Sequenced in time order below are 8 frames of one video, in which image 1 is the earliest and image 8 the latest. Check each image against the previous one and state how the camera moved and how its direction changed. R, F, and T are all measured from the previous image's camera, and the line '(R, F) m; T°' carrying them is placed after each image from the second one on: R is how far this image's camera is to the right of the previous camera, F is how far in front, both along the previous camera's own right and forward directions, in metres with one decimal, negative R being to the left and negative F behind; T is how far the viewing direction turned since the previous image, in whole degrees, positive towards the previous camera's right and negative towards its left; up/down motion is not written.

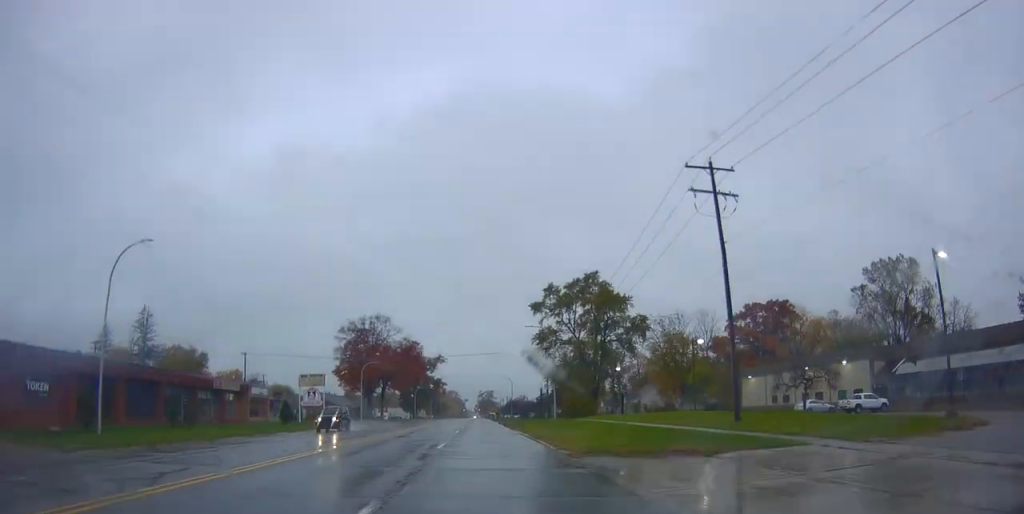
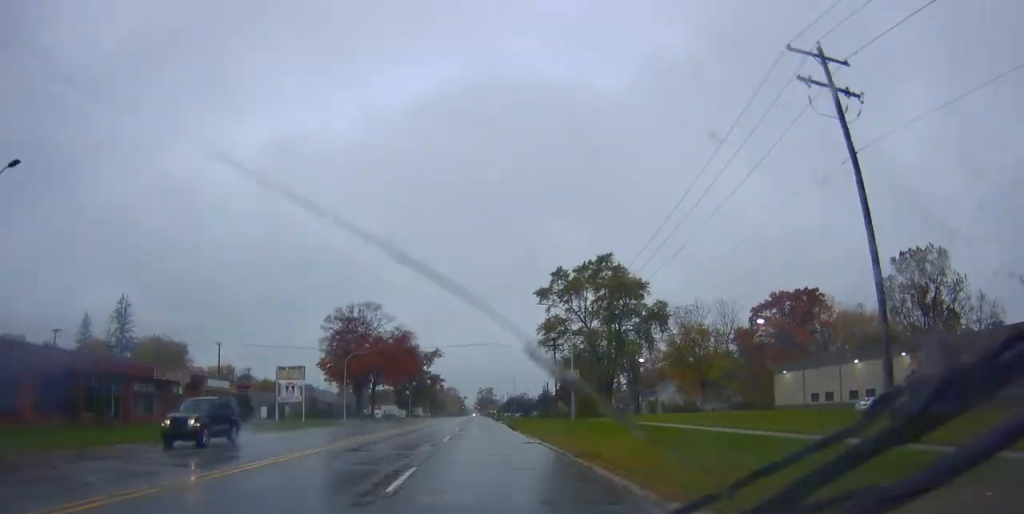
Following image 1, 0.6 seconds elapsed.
(-0.1, +10.6) m; 0°
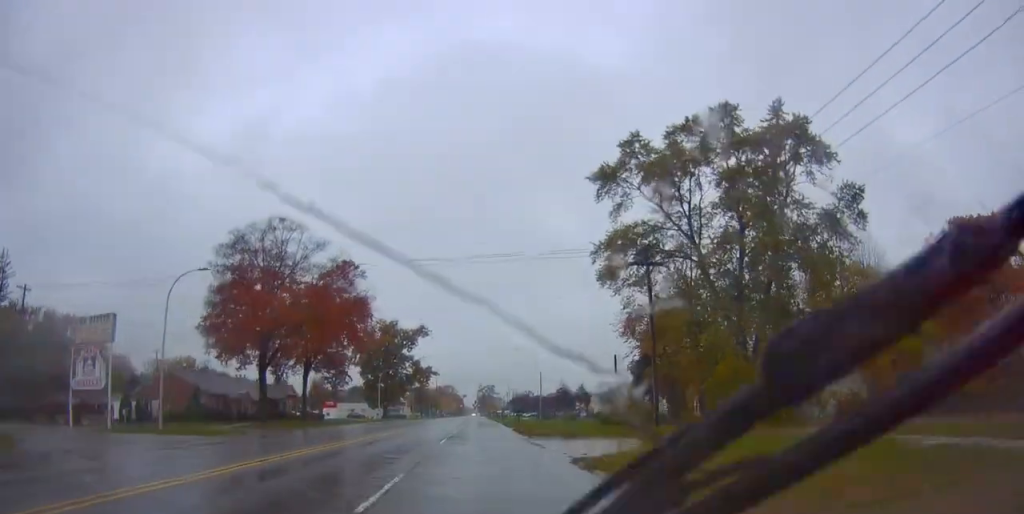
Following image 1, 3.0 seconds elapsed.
(+1.5, +46.4) m; +3°
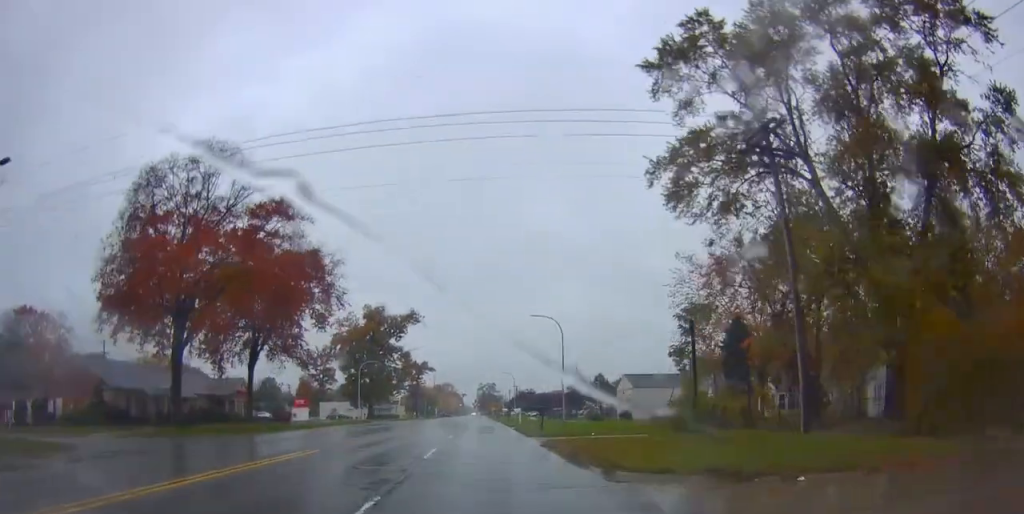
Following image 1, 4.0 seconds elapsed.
(0.0, +17.6) m; -1°
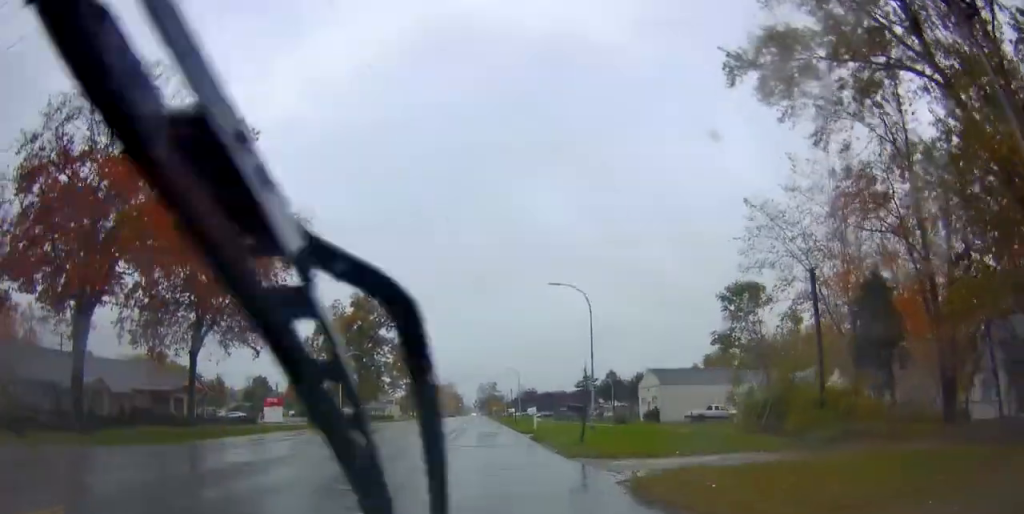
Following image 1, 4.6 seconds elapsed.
(-0.1, +12.0) m; -1°
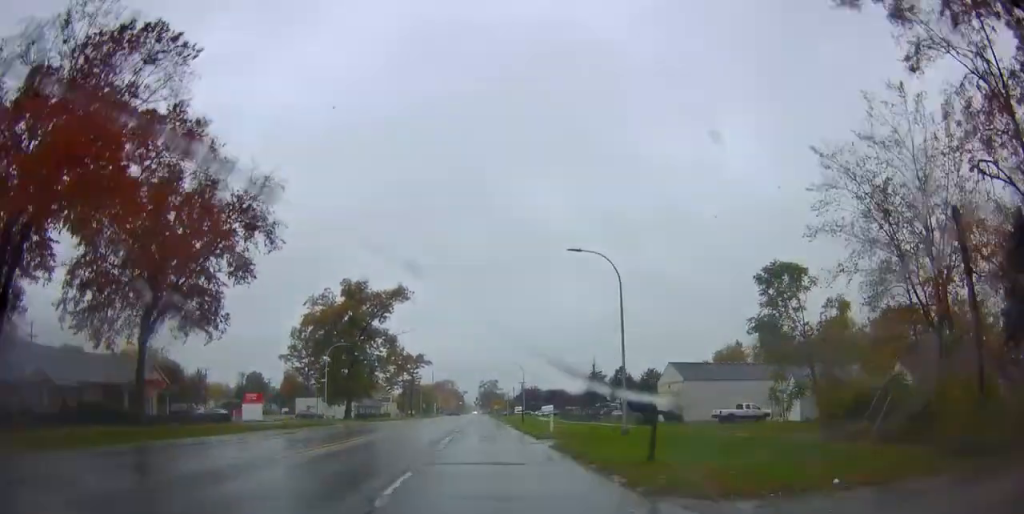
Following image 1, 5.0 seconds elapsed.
(-0.2, +7.6) m; 0°
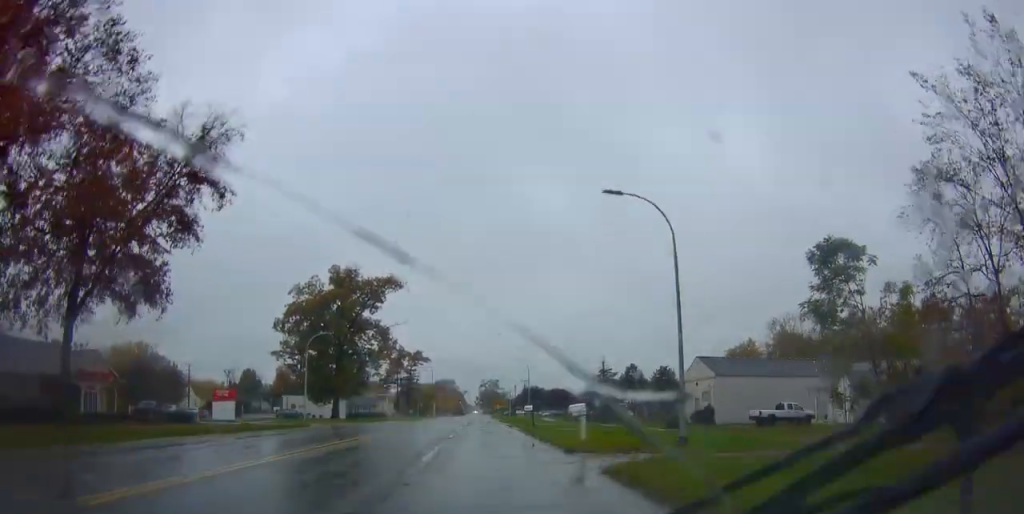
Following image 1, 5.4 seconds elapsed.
(-0.1, +8.3) m; 0°
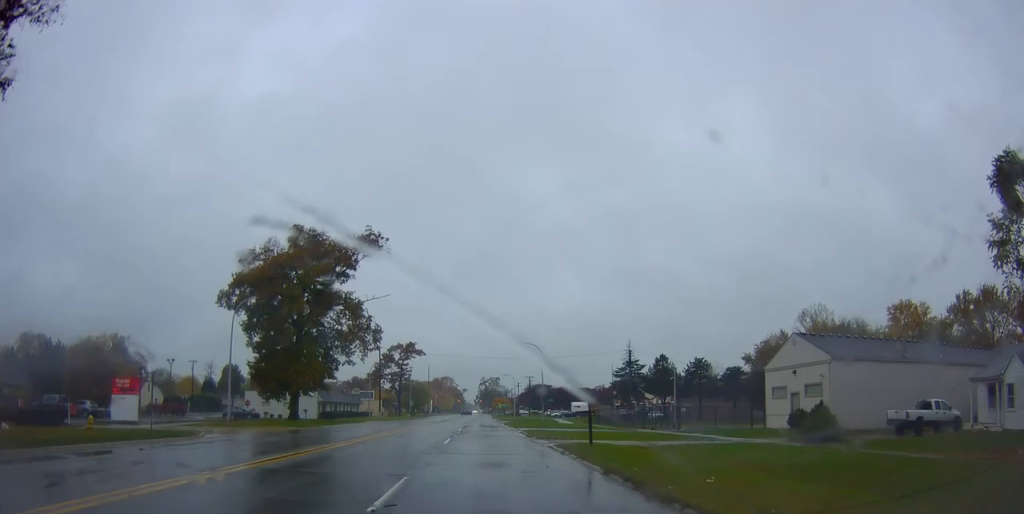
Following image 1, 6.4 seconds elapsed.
(+0.4, +18.8) m; 0°
